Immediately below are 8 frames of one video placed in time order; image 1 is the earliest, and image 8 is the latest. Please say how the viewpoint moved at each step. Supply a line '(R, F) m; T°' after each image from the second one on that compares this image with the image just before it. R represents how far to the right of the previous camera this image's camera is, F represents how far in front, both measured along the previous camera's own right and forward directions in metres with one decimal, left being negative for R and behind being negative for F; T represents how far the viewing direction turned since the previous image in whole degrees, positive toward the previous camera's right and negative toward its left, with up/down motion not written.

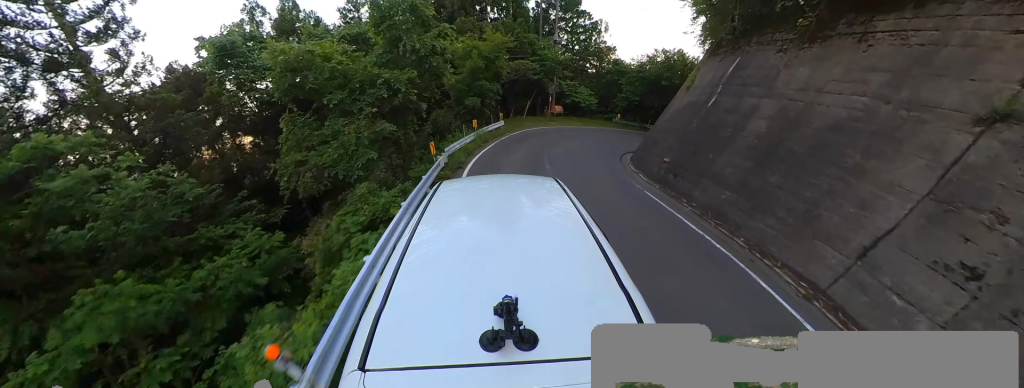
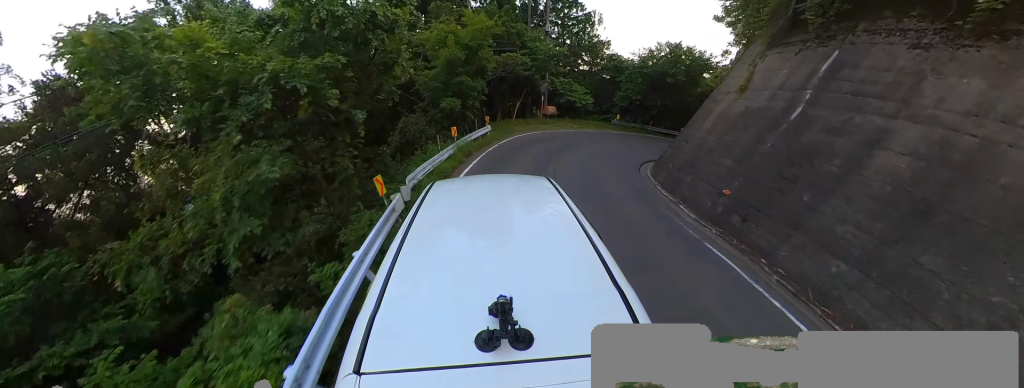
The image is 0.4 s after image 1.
(+0.1, +3.2) m; +3°
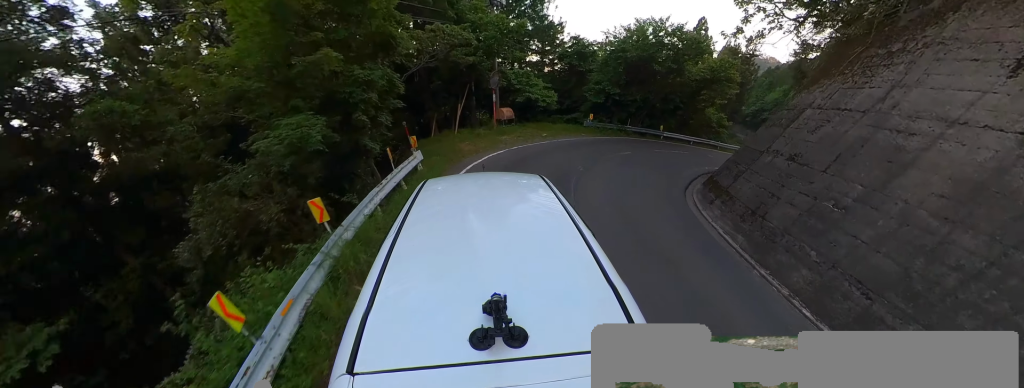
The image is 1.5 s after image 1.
(+0.6, +7.6) m; +13°
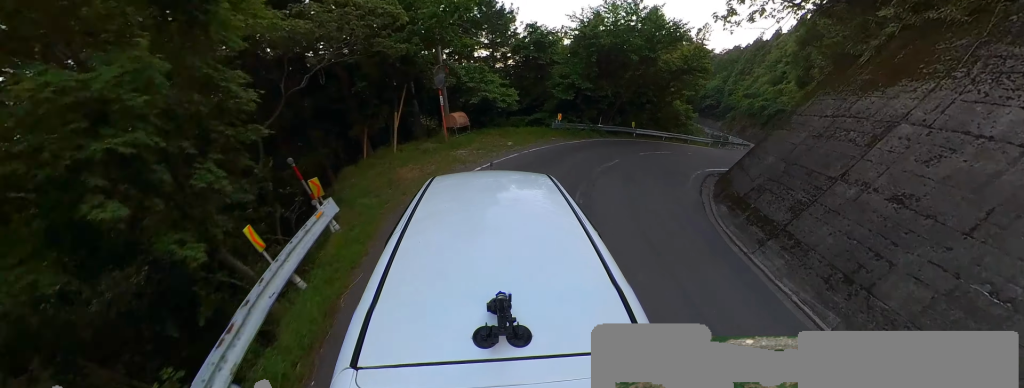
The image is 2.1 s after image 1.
(-0.3, +4.0) m; +13°
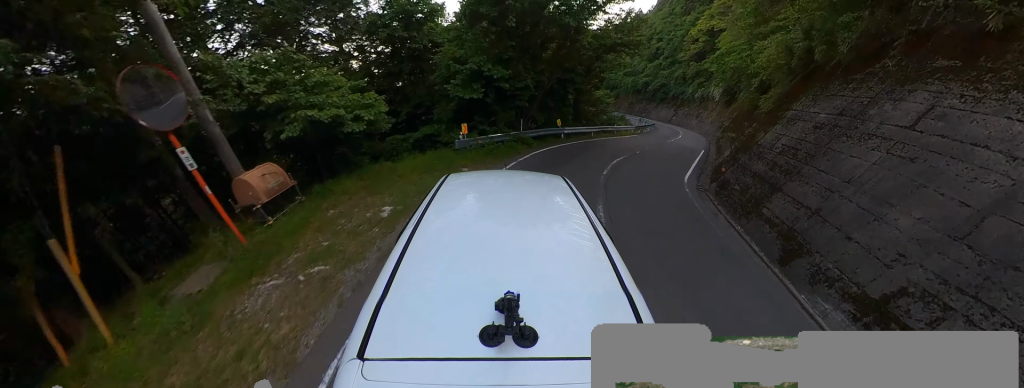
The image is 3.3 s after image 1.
(+2.6, +7.7) m; +30°
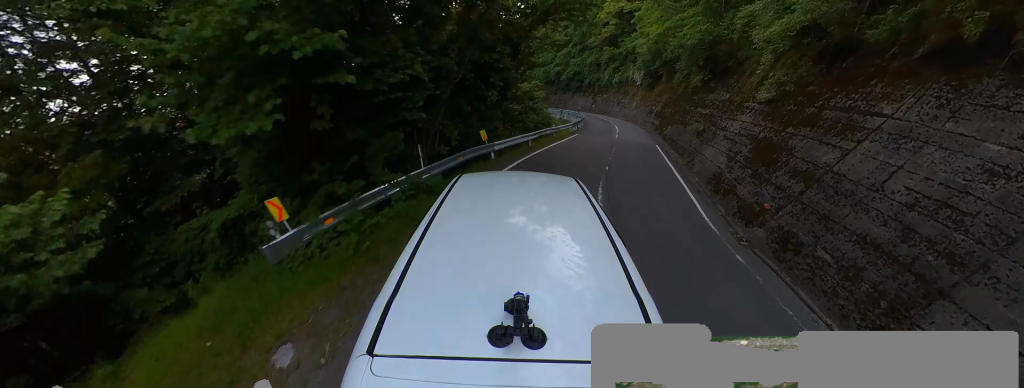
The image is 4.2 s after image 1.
(+1.0, +7.5) m; +15°
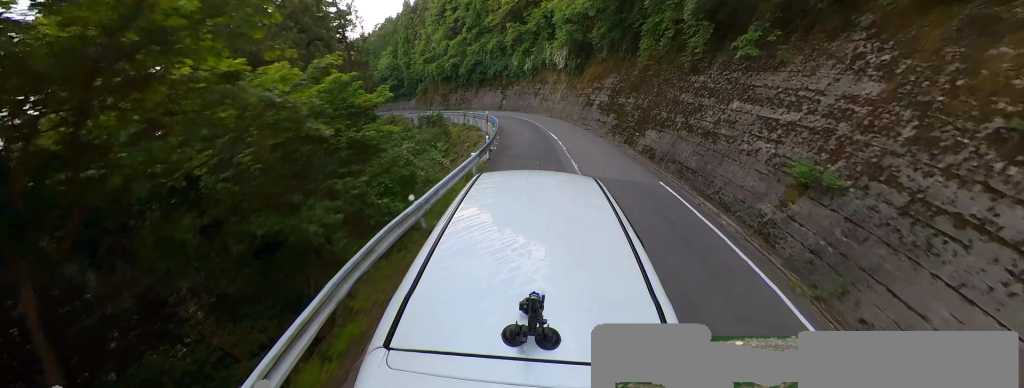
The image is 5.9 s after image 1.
(+3.8, +13.5) m; +25°
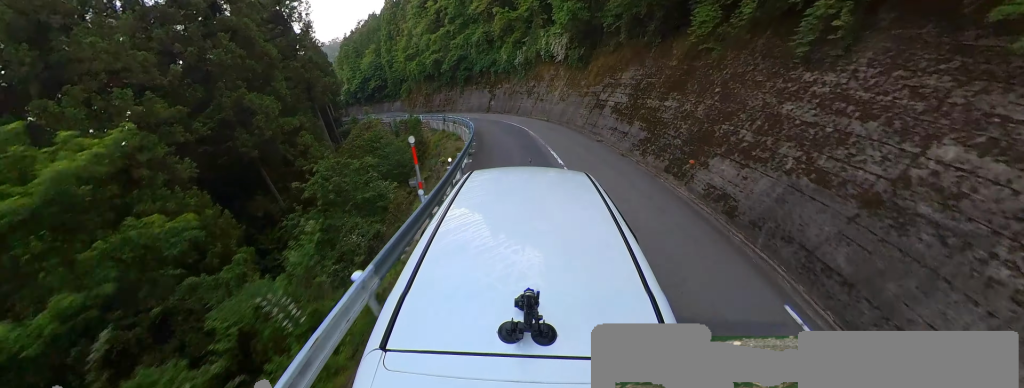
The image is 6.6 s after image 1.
(+0.4, +6.3) m; -1°
